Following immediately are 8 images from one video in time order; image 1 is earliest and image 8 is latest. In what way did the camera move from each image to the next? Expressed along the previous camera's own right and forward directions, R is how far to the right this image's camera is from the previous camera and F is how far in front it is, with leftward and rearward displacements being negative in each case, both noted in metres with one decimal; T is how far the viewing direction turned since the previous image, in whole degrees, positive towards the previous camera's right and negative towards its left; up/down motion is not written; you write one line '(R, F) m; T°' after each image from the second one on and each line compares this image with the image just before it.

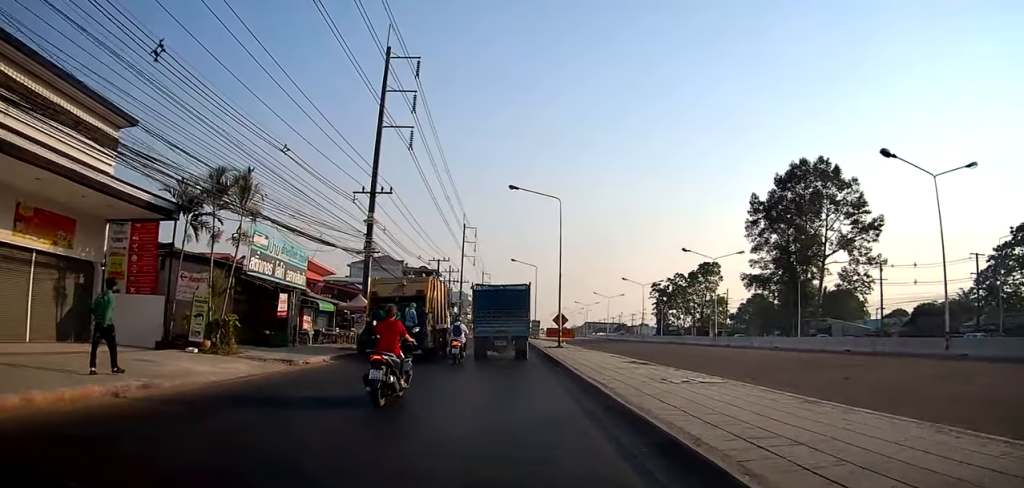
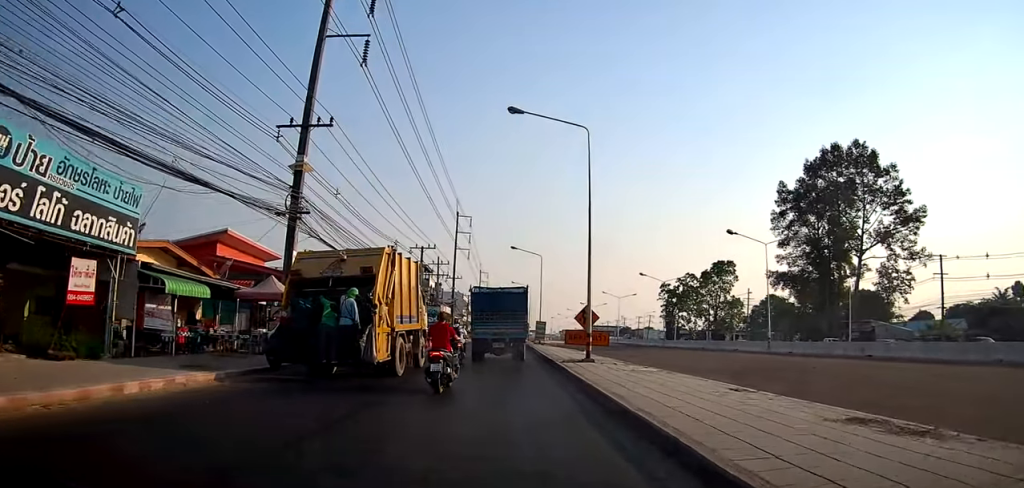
(-0.4, +12.3) m; 0°
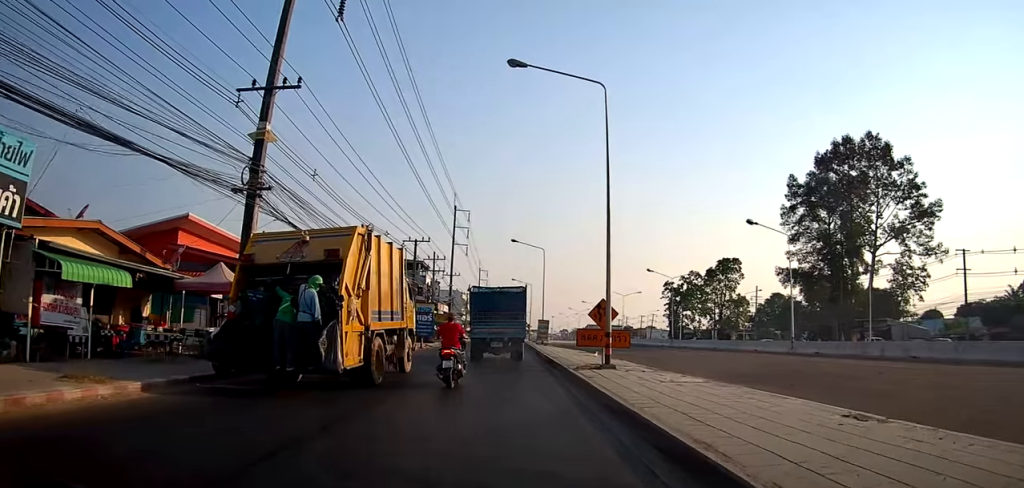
(+0.4, +3.9) m; 0°
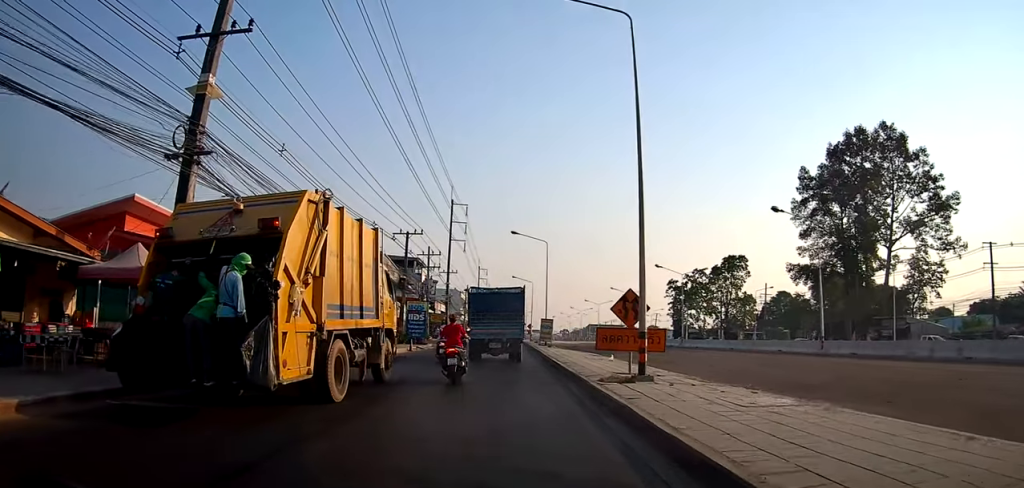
(-0.1, +4.2) m; 0°
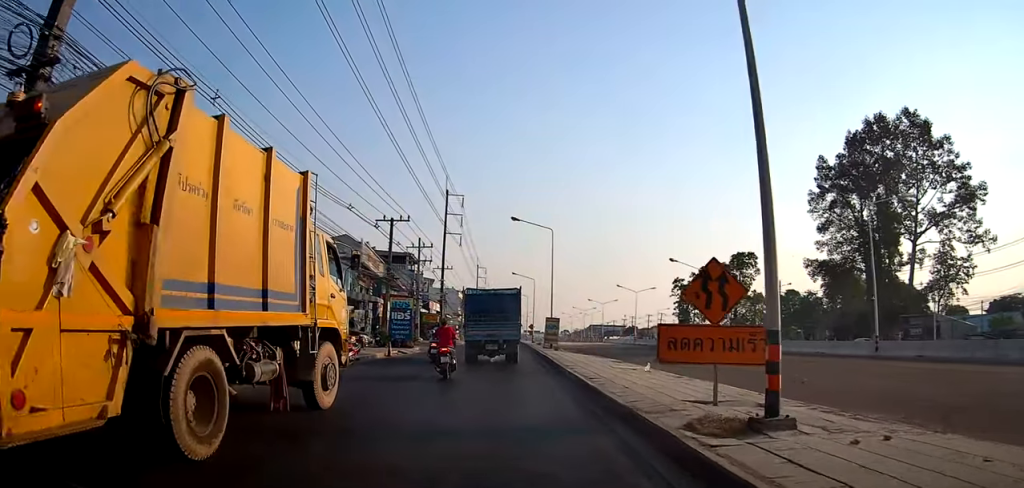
(-0.5, +6.1) m; 0°
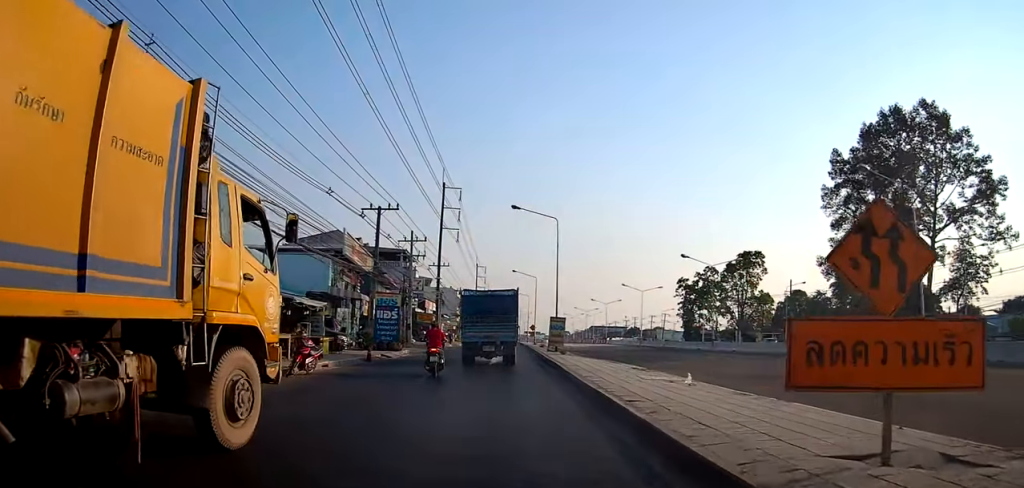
(+0.3, +4.2) m; 0°
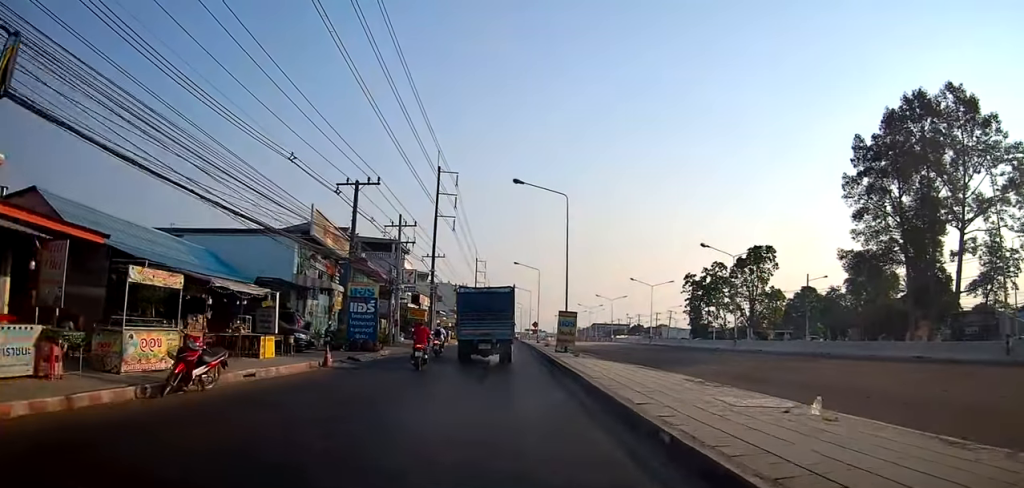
(+0.3, +5.7) m; 0°
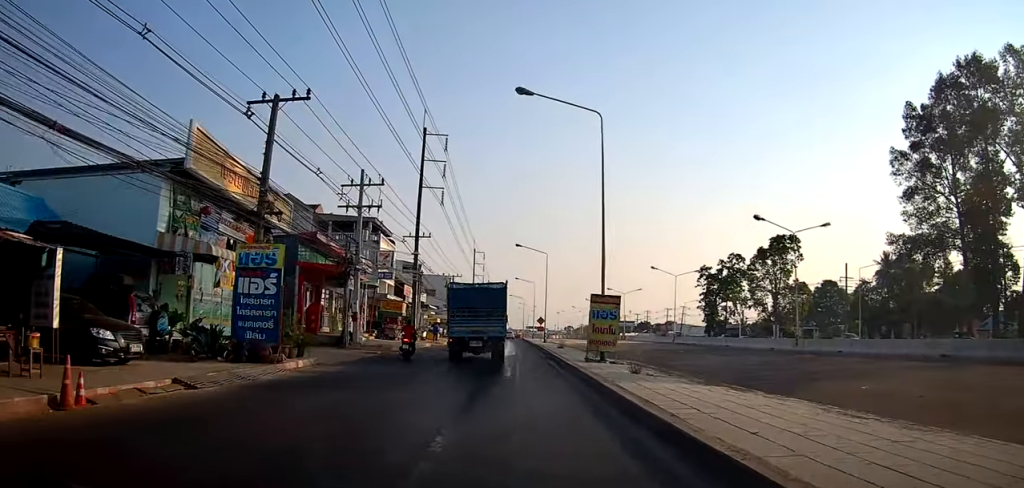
(-0.4, +11.6) m; 0°
